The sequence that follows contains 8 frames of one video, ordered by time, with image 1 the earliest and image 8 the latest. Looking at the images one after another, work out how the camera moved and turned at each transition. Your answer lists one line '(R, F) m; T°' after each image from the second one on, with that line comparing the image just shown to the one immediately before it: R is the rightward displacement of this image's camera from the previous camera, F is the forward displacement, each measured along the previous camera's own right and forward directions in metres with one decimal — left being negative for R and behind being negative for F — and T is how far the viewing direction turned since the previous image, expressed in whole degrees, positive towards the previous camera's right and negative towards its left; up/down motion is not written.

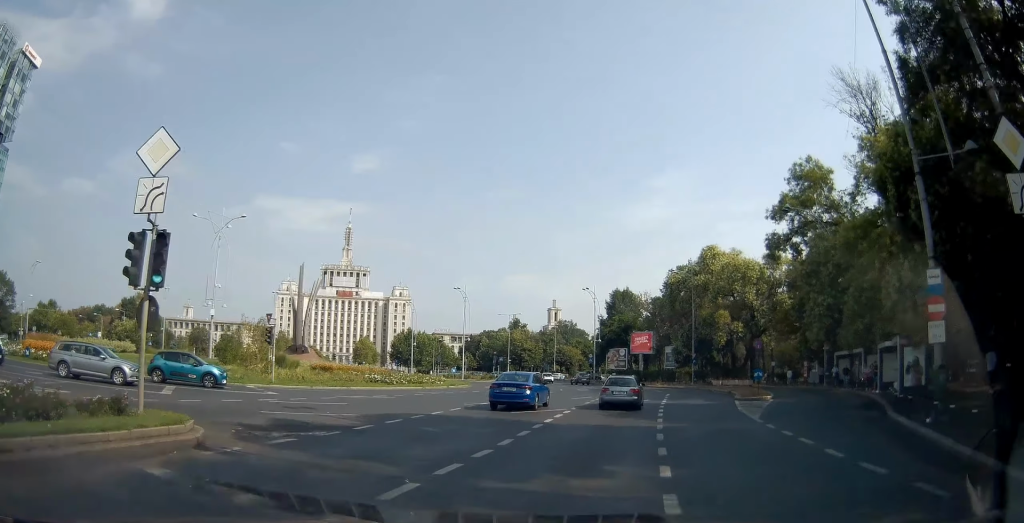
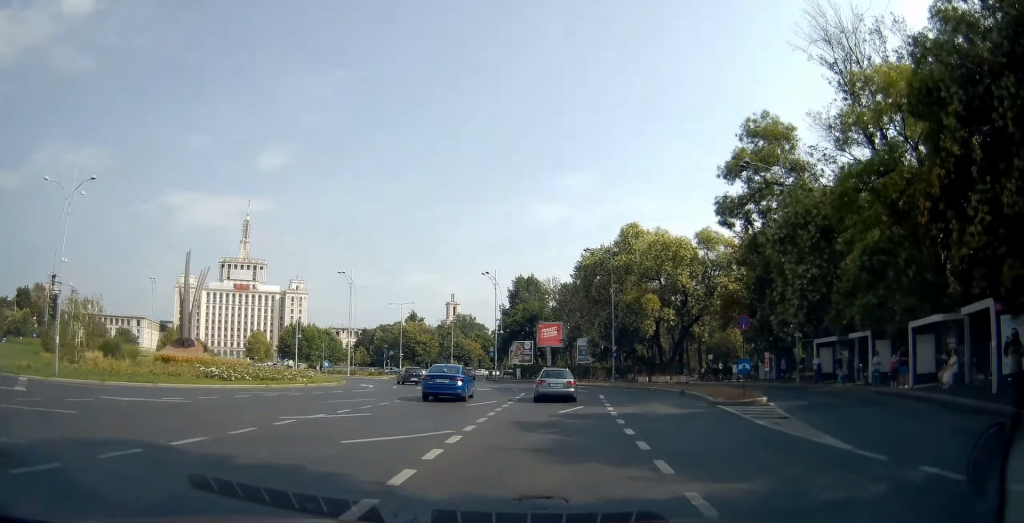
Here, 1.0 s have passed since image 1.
(+2.7, +10.9) m; +14°
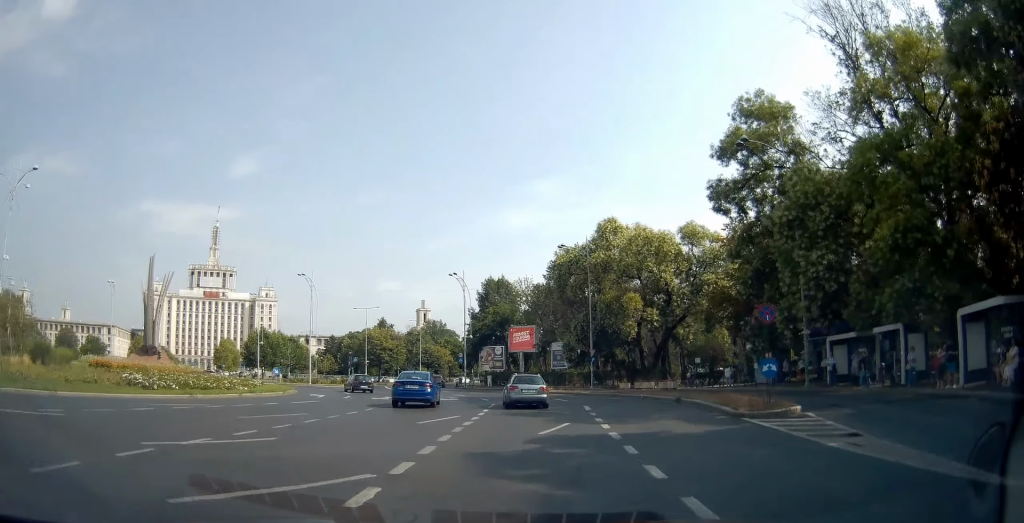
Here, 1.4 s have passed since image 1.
(+0.4, +5.2) m; +3°
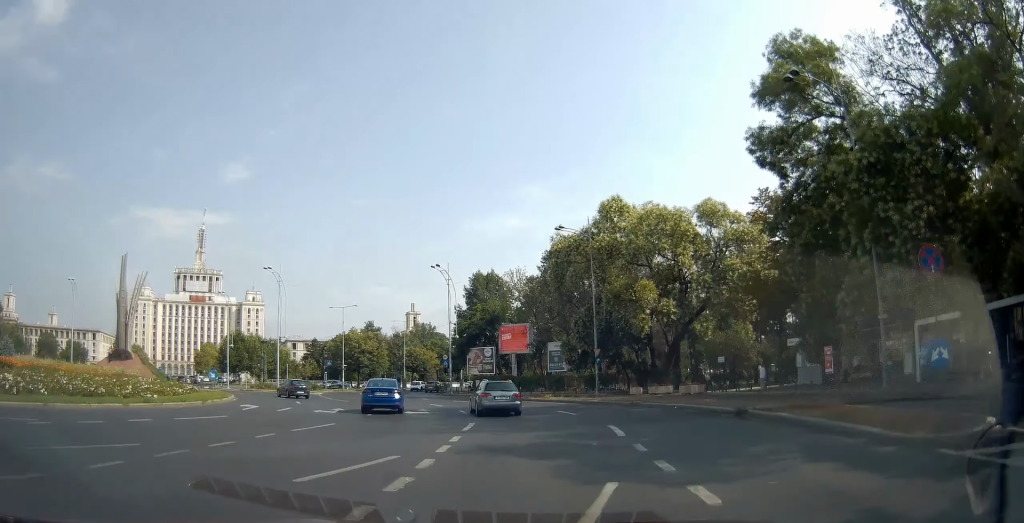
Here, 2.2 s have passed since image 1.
(-0.5, +9.2) m; -2°
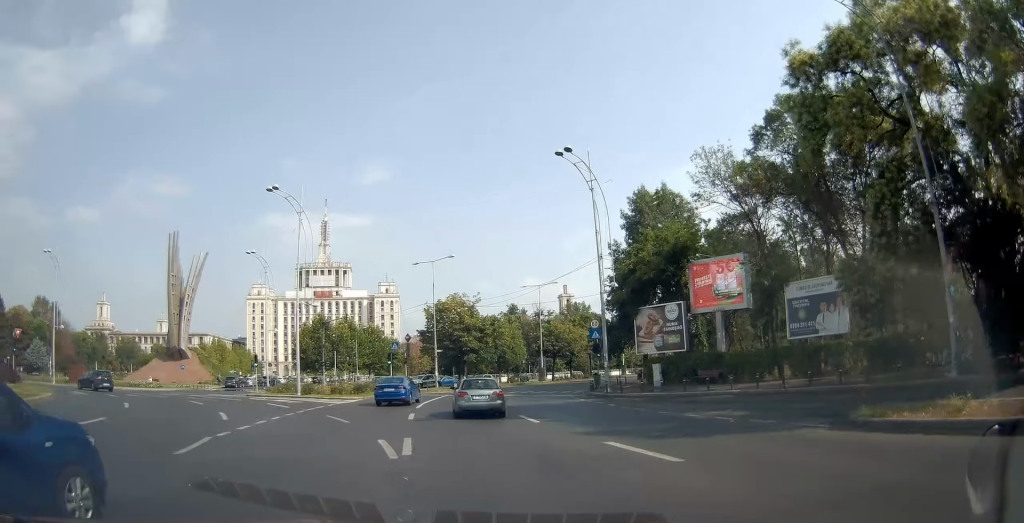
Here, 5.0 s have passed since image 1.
(-1.4, +31.6) m; -15°
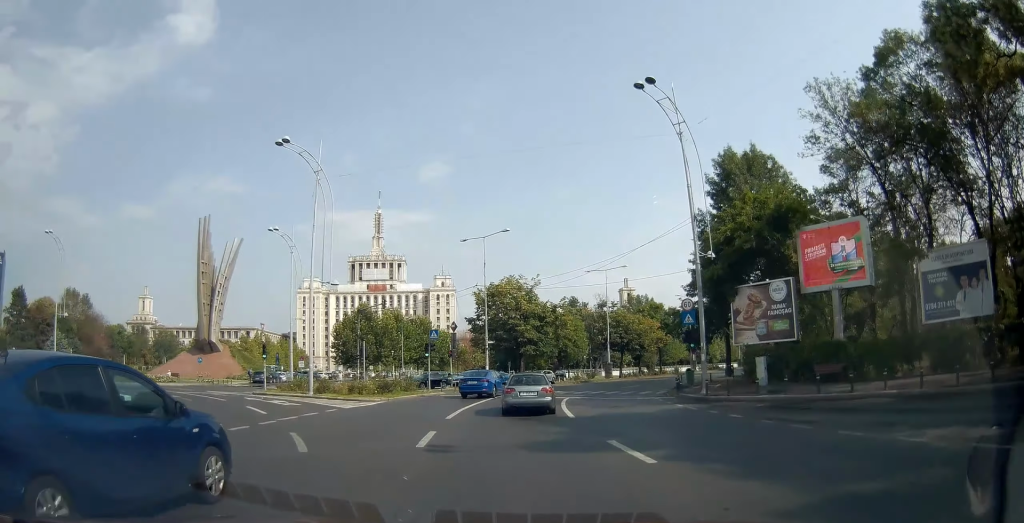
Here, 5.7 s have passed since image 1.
(-0.8, +8.6) m; -5°
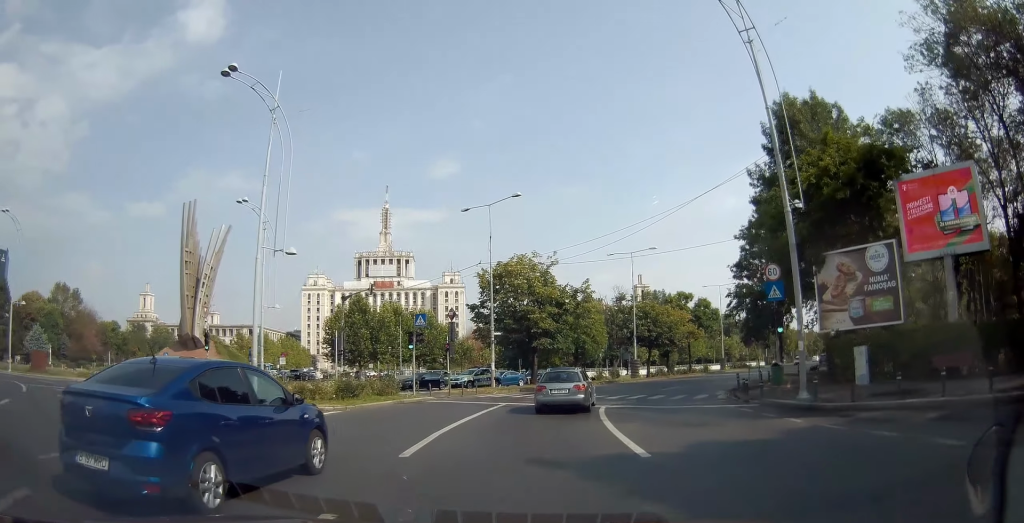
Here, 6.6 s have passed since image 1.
(-0.4, +9.3) m; -1°
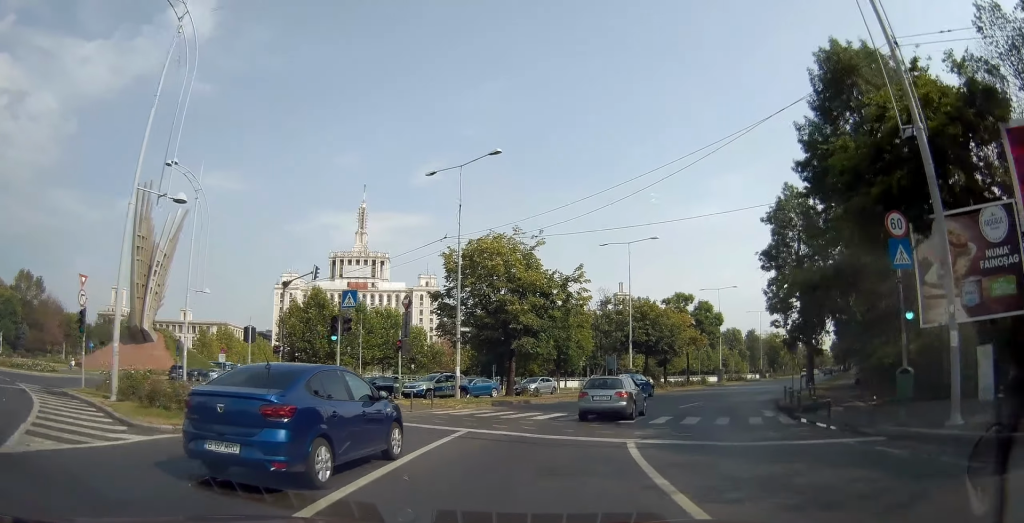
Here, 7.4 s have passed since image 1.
(+0.2, +9.1) m; +2°
